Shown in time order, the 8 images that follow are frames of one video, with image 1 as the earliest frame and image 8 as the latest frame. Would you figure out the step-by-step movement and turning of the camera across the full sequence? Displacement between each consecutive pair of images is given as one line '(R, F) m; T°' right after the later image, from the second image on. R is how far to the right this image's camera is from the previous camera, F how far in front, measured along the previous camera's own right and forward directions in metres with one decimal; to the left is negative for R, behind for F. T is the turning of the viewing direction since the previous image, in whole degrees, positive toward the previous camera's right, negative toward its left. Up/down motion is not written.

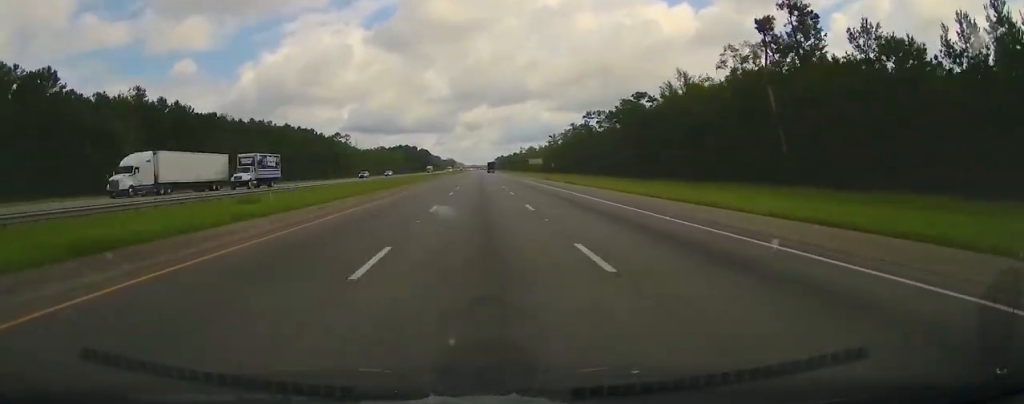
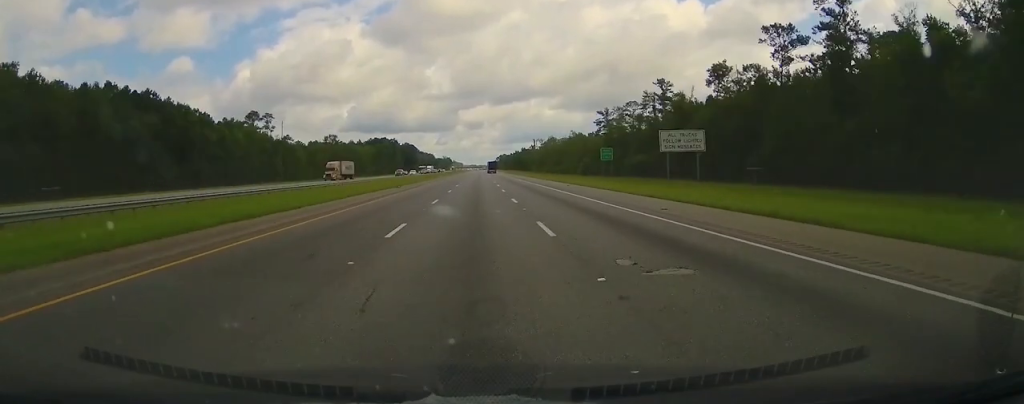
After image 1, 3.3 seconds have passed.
(+0.5, +120.1) m; 0°
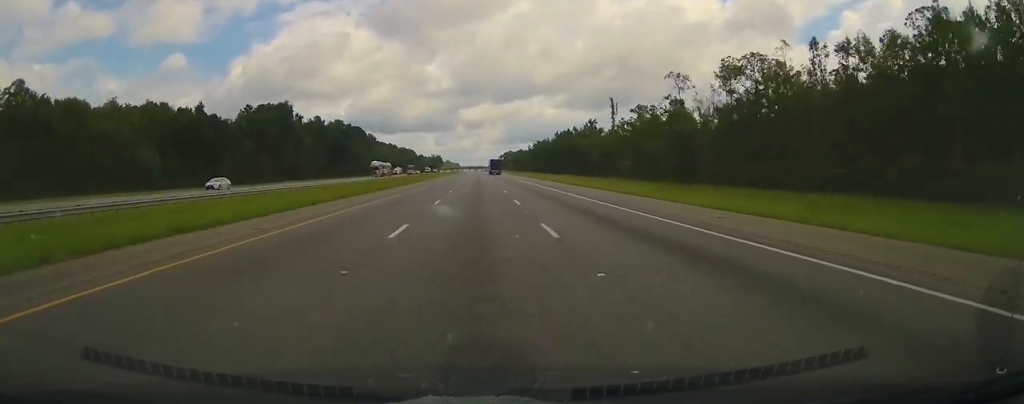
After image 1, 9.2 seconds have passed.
(-0.4, +211.7) m; 0°
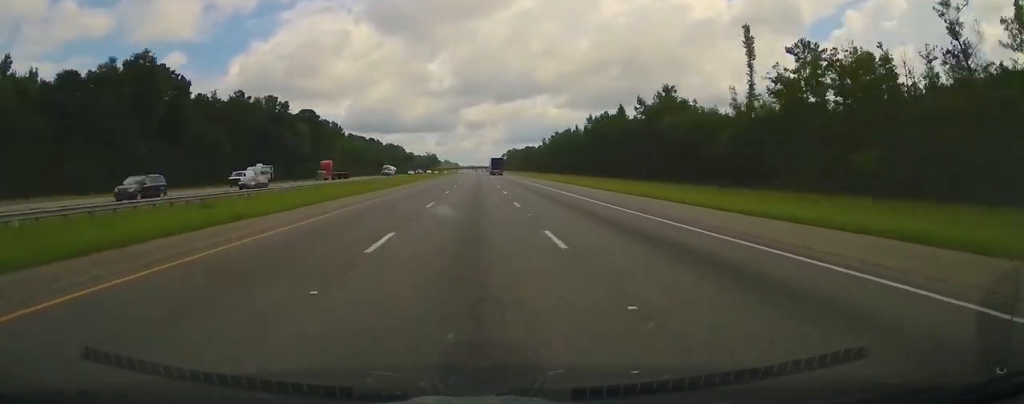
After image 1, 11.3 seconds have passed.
(-0.1, +77.0) m; 0°
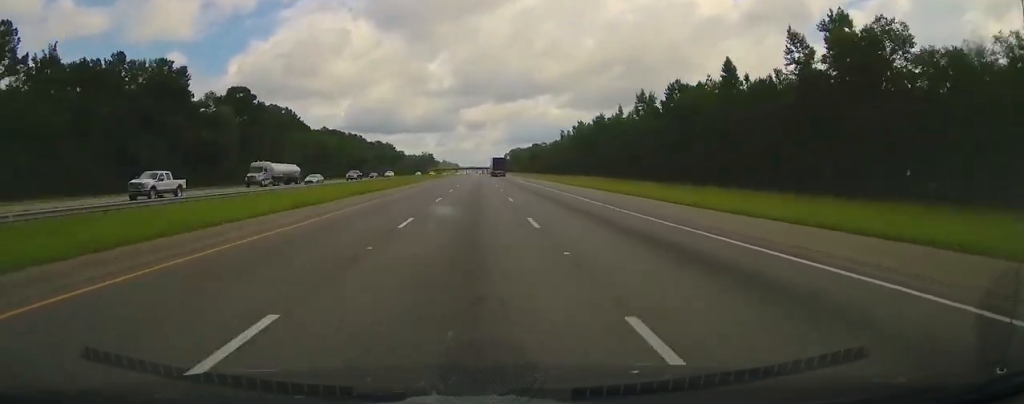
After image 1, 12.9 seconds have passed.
(+0.2, +57.6) m; 0°
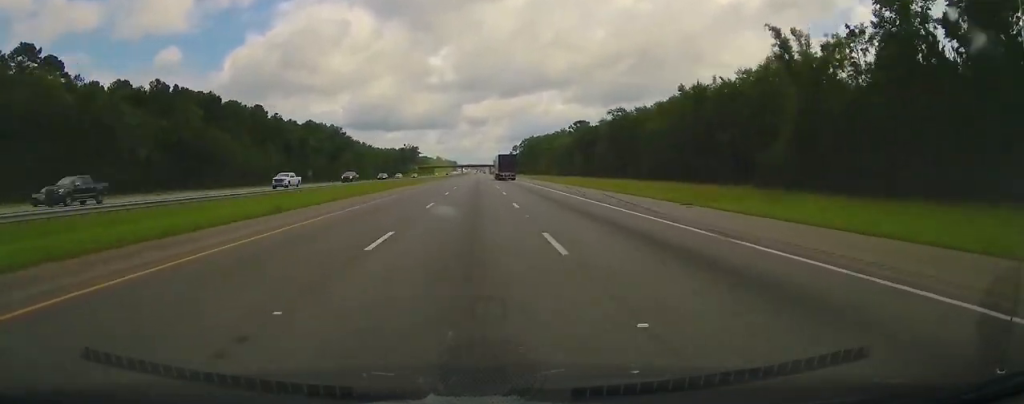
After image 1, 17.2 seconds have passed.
(0.0, +153.9) m; 0°
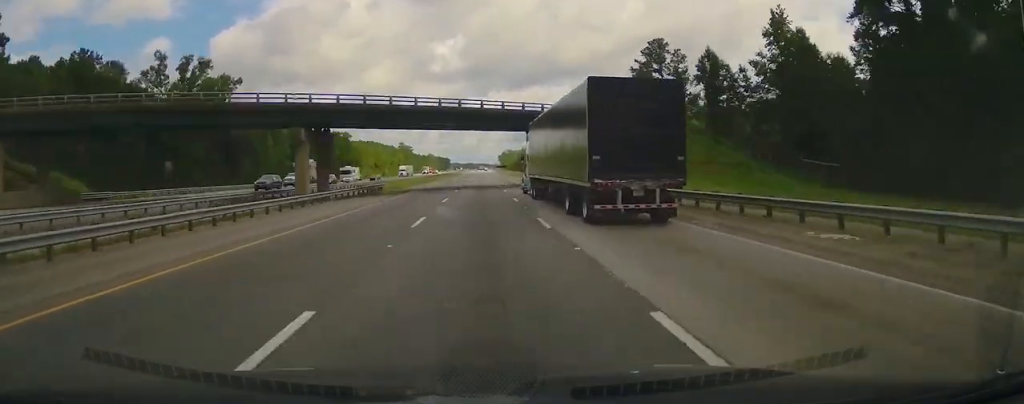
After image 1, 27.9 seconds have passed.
(+1.4, +383.2) m; 0°
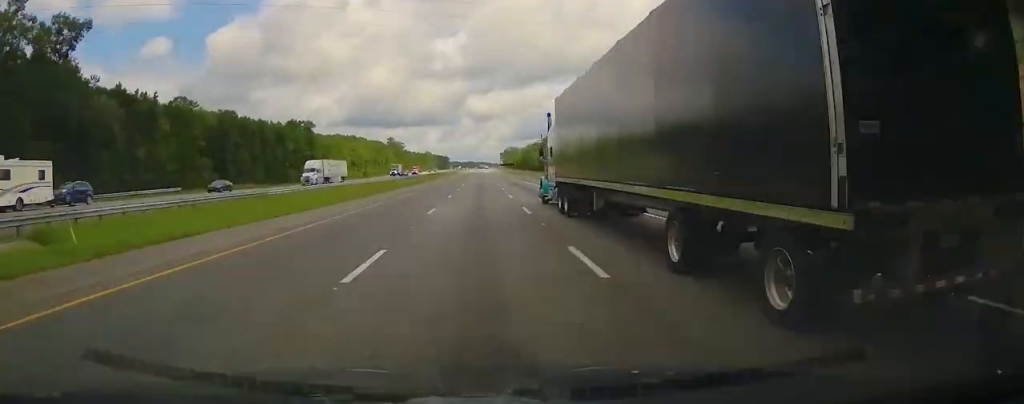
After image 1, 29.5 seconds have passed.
(-0.3, +57.5) m; 0°
